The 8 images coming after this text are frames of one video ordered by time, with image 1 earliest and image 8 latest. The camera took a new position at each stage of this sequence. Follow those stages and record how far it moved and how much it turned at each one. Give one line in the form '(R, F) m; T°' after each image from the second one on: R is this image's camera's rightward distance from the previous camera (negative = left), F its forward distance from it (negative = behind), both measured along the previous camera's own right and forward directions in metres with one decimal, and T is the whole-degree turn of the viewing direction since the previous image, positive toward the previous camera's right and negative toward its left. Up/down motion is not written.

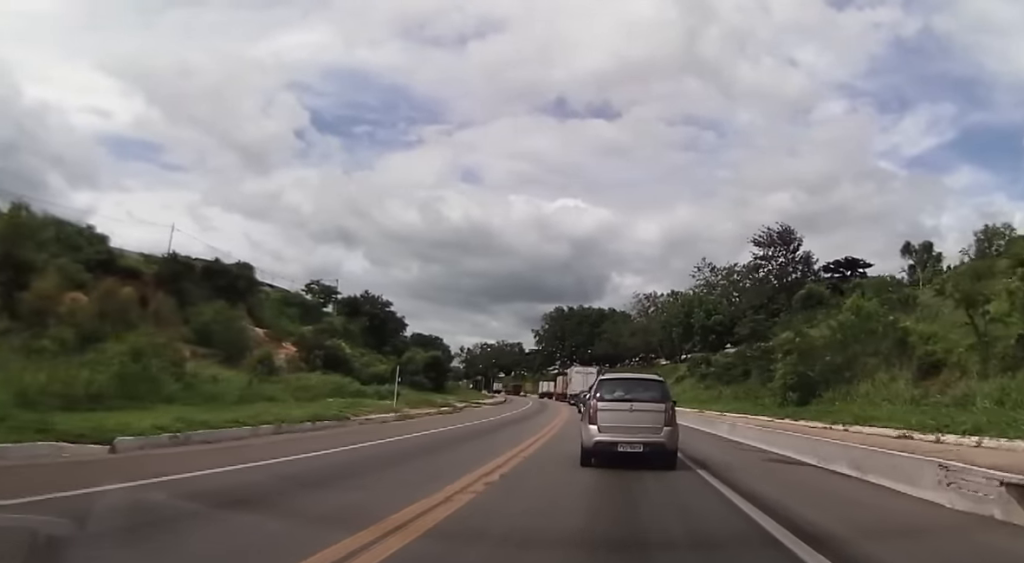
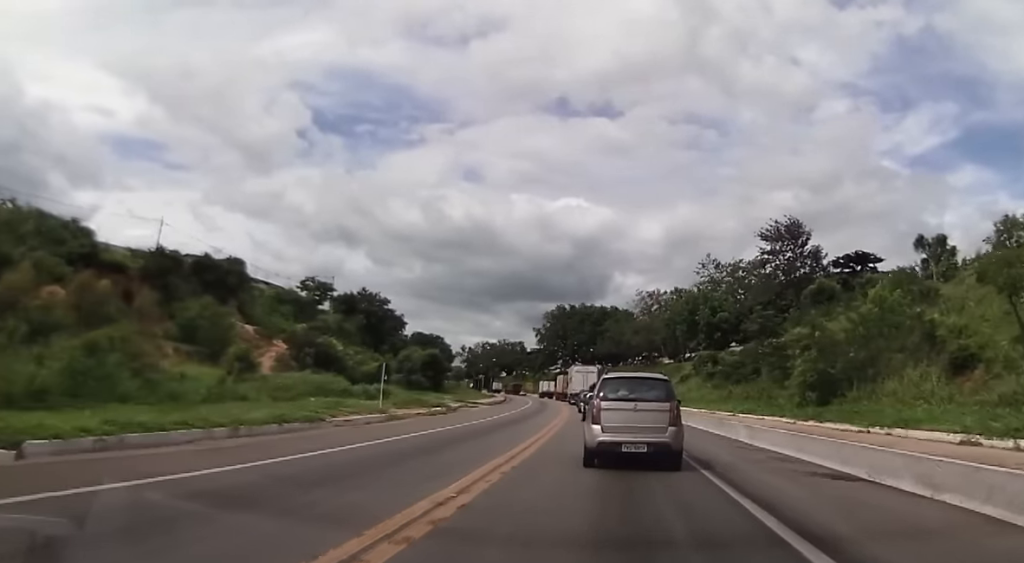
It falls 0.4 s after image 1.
(+0.1, +3.0) m; -1°
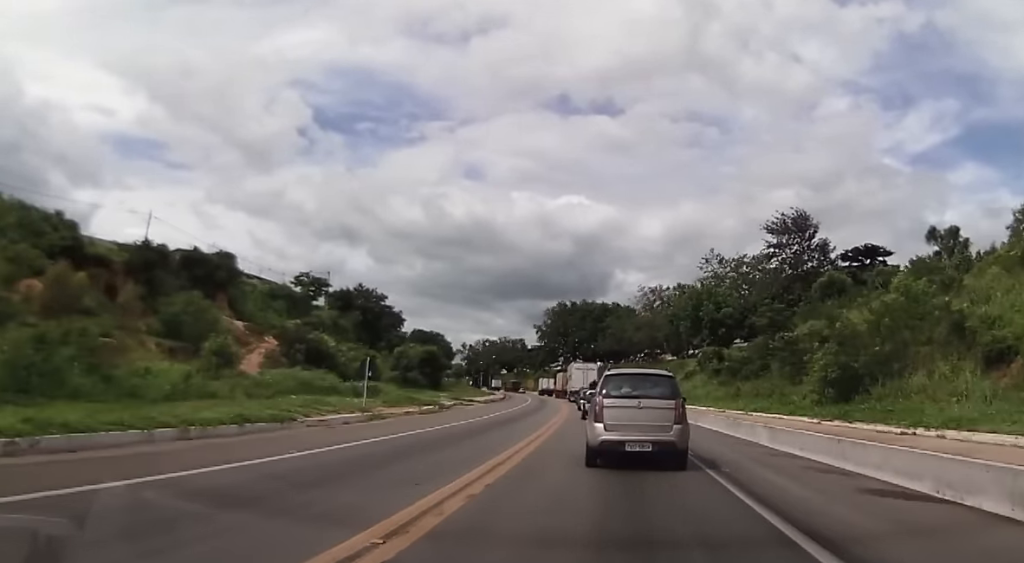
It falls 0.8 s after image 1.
(+0.1, +2.7) m; -1°
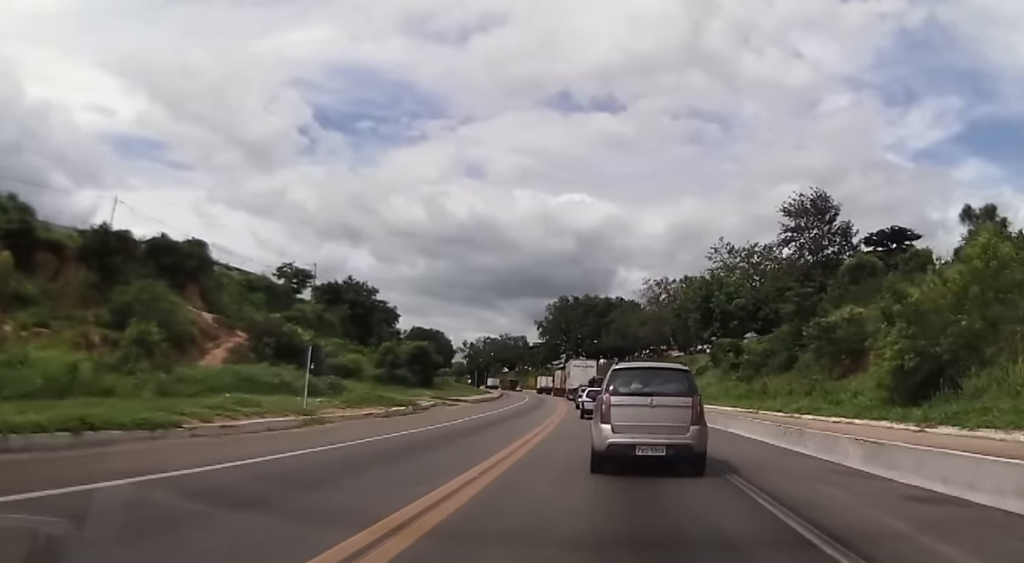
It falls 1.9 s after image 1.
(-0.4, +7.9) m; 0°
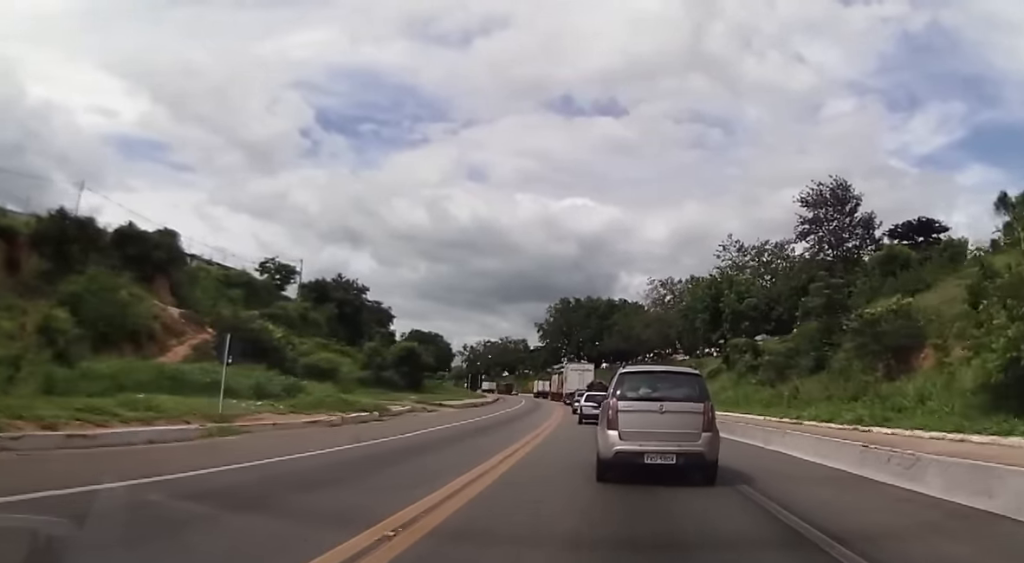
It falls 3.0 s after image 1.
(+0.4, +8.0) m; 0°
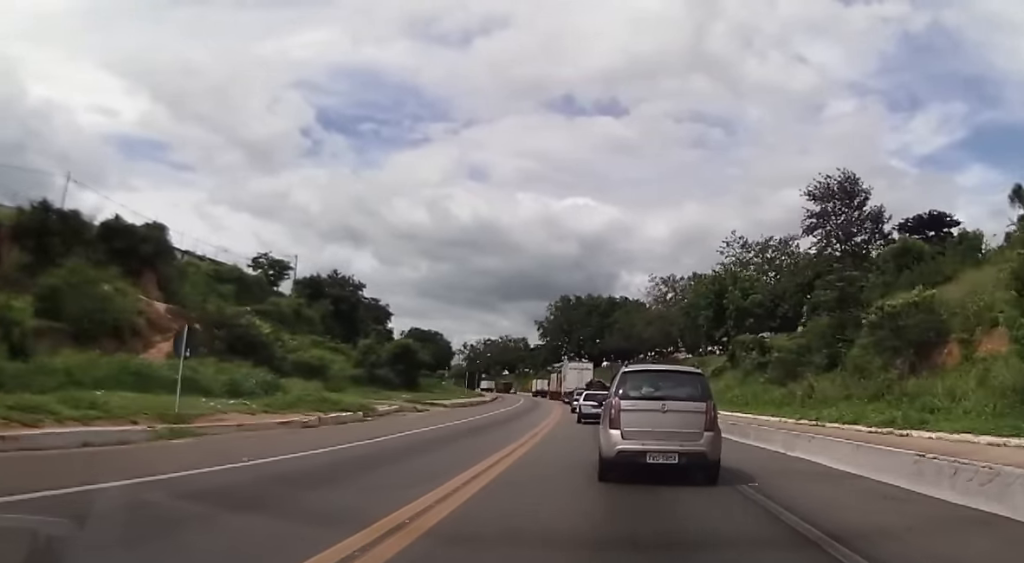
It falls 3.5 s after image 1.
(-0.2, +3.0) m; -1°
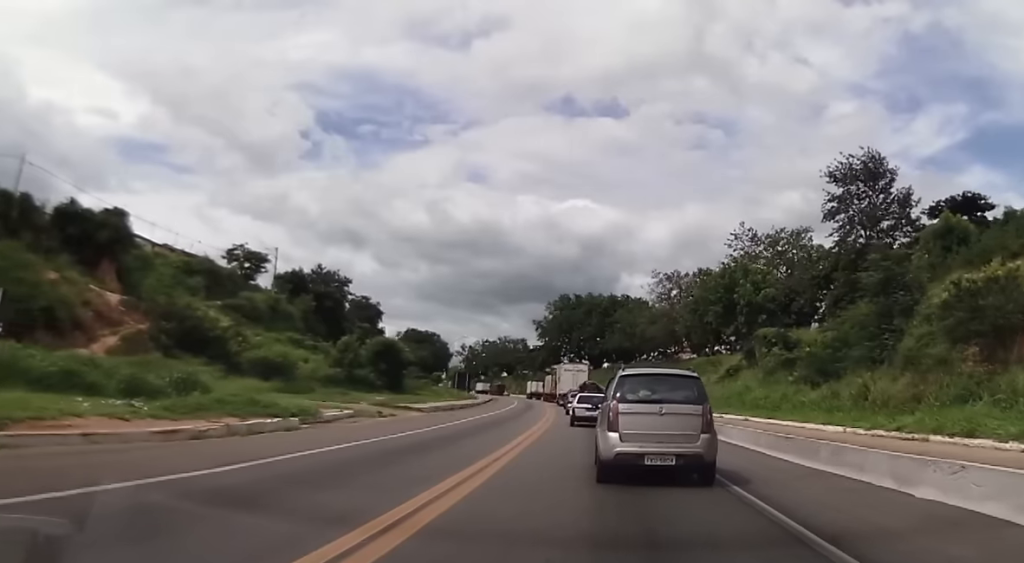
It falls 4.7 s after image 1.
(-0.1, +8.1) m; -4°
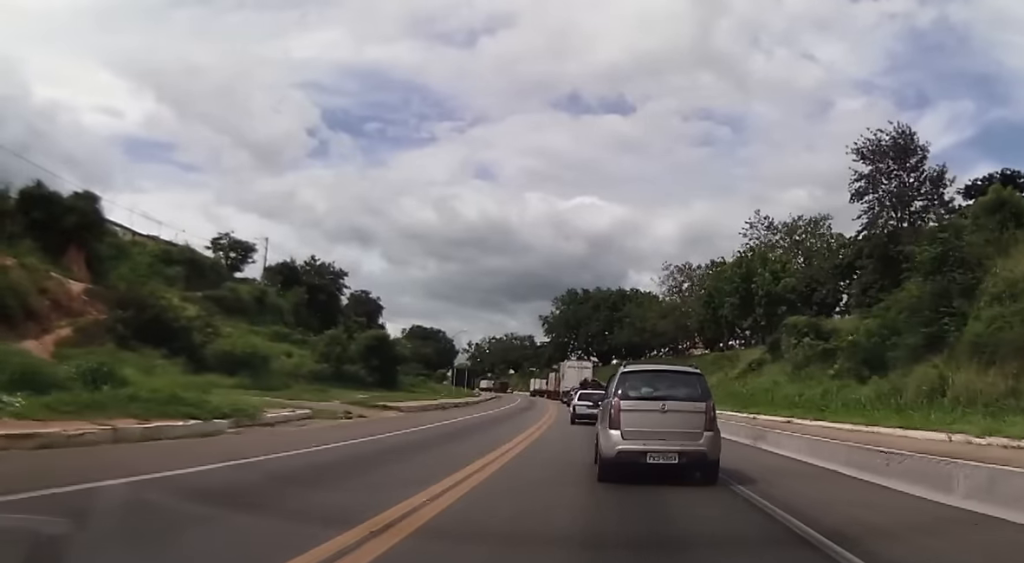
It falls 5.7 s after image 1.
(-0.3, +5.7) m; -1°
